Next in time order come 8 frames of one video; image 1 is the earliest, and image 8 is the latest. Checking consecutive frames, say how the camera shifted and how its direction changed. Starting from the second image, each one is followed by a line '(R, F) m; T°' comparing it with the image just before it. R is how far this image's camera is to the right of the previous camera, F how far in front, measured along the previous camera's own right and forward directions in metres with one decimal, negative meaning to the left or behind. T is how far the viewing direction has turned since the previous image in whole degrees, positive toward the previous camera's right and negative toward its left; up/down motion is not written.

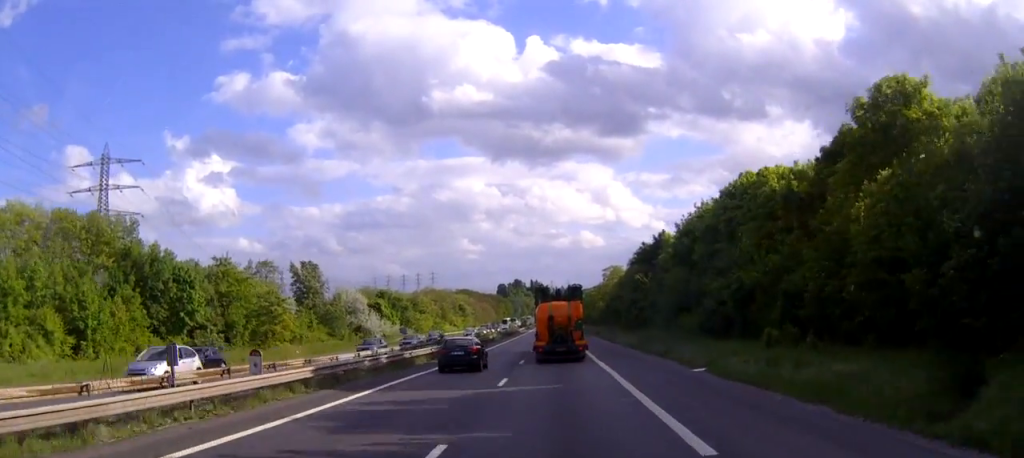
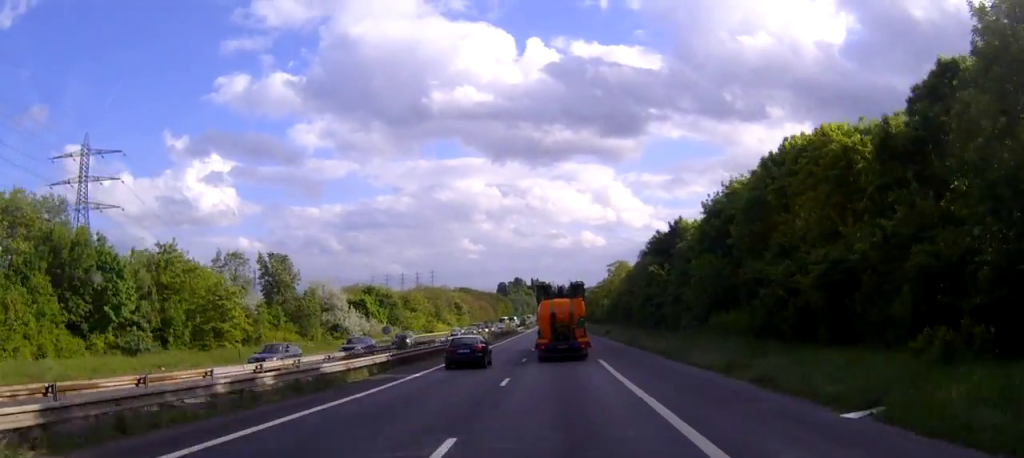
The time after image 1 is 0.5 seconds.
(0.0, +13.4) m; 0°
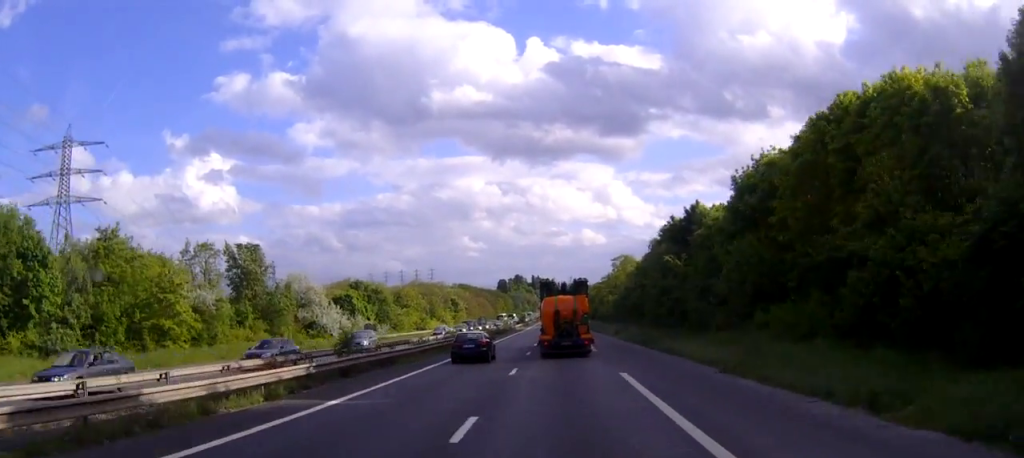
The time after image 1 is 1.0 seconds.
(-0.1, +10.9) m; 0°
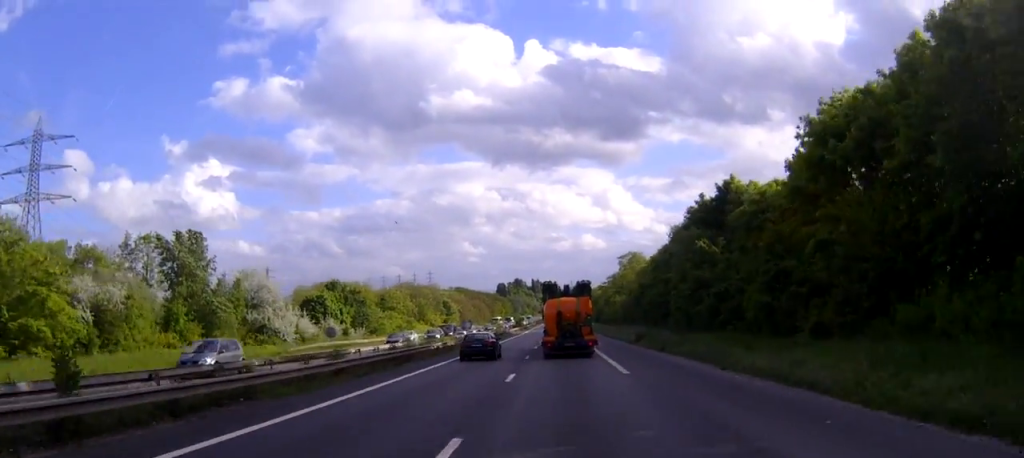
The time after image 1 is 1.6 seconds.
(0.0, +16.8) m; 0°
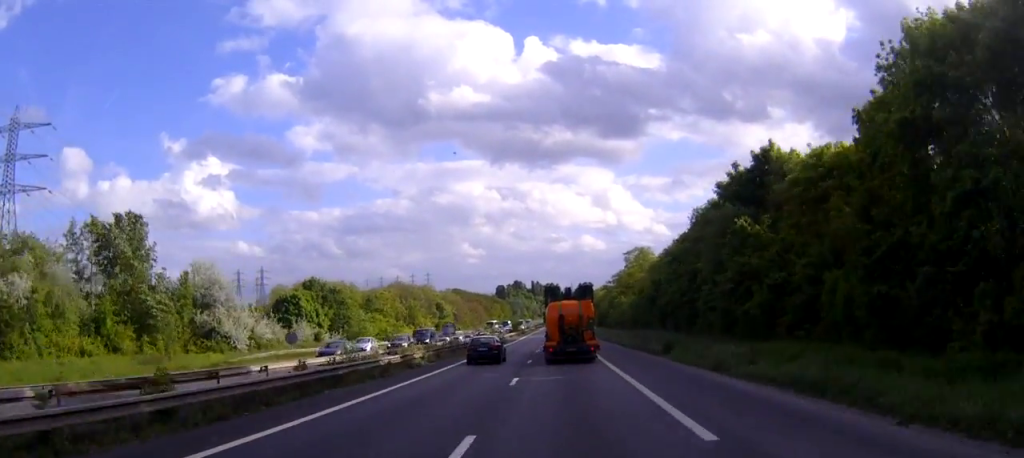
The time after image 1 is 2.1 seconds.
(0.0, +12.6) m; 0°
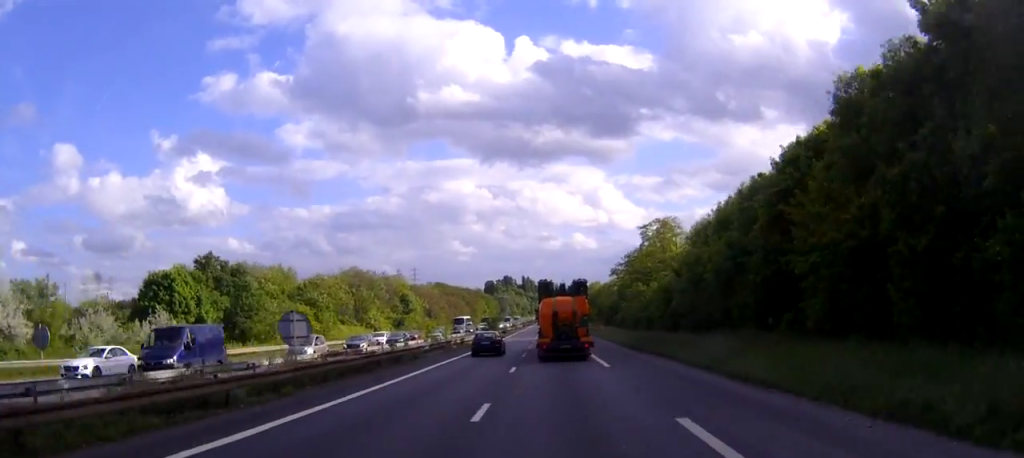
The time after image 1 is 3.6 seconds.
(+0.1, +36.8) m; 0°
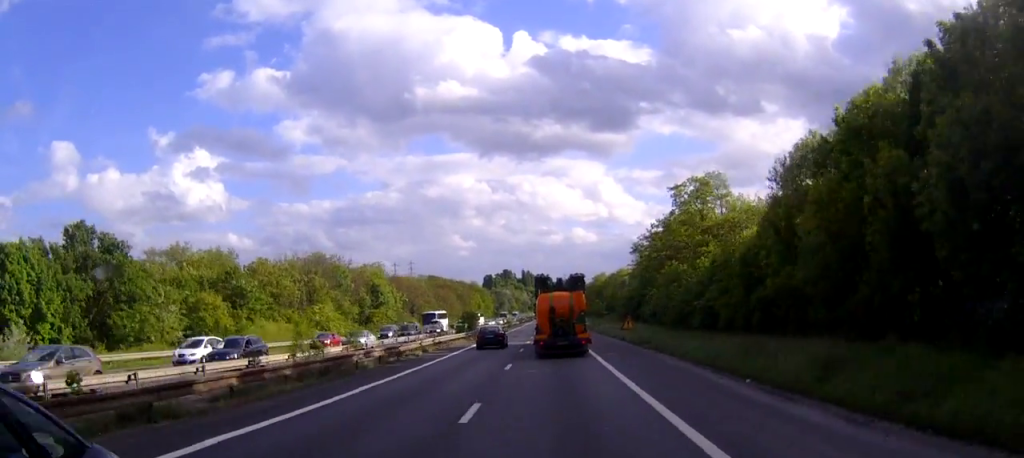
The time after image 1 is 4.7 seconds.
(0.0, +27.6) m; 0°
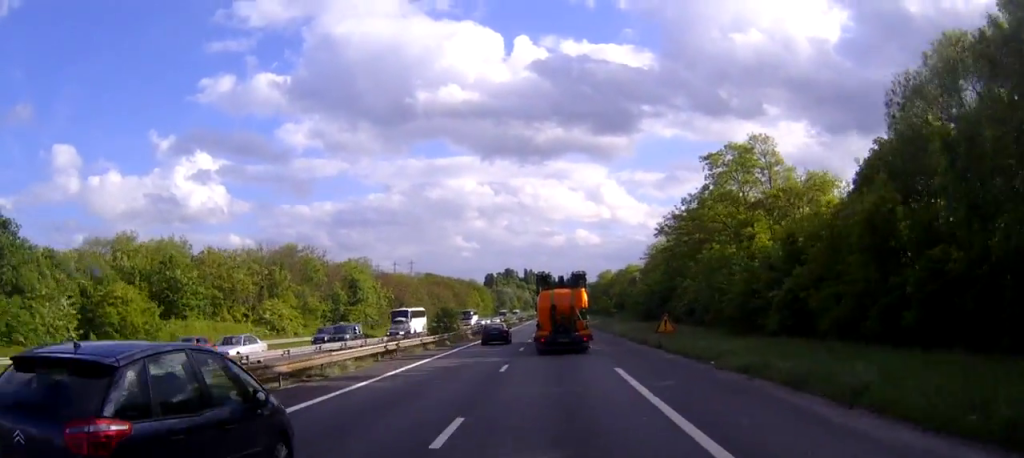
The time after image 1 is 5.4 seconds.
(-0.1, +16.7) m; 0°
